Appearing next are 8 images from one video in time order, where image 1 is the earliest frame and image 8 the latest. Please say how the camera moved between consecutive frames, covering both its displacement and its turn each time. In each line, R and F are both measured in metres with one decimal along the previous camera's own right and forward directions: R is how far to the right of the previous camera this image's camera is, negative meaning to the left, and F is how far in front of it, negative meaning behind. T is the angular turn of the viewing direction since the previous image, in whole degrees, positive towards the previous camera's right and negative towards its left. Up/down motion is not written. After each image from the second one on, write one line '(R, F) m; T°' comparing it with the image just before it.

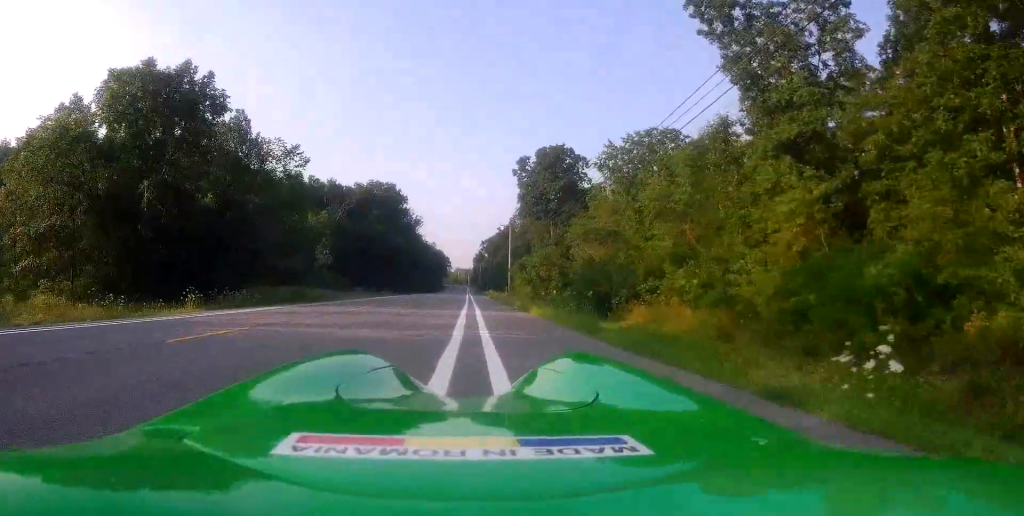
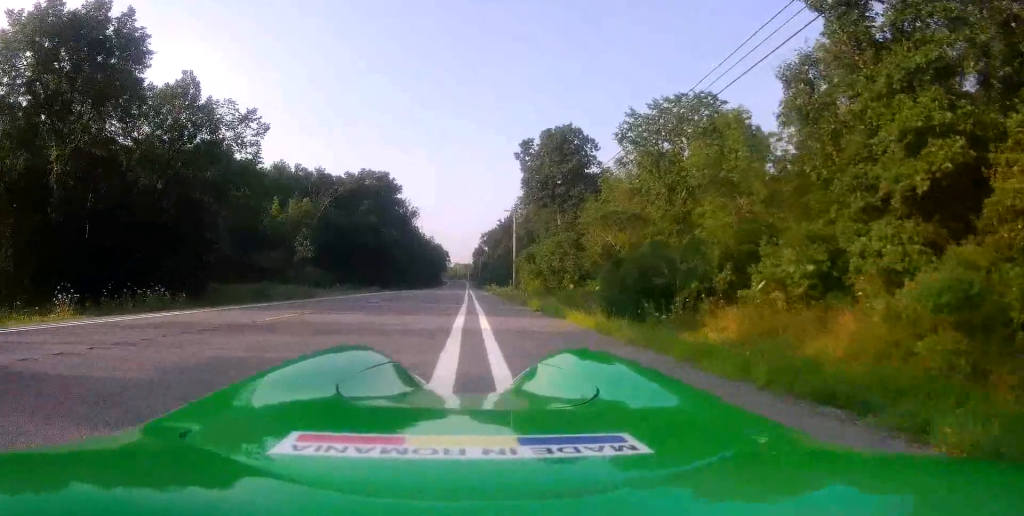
(-0.1, +8.5) m; 0°
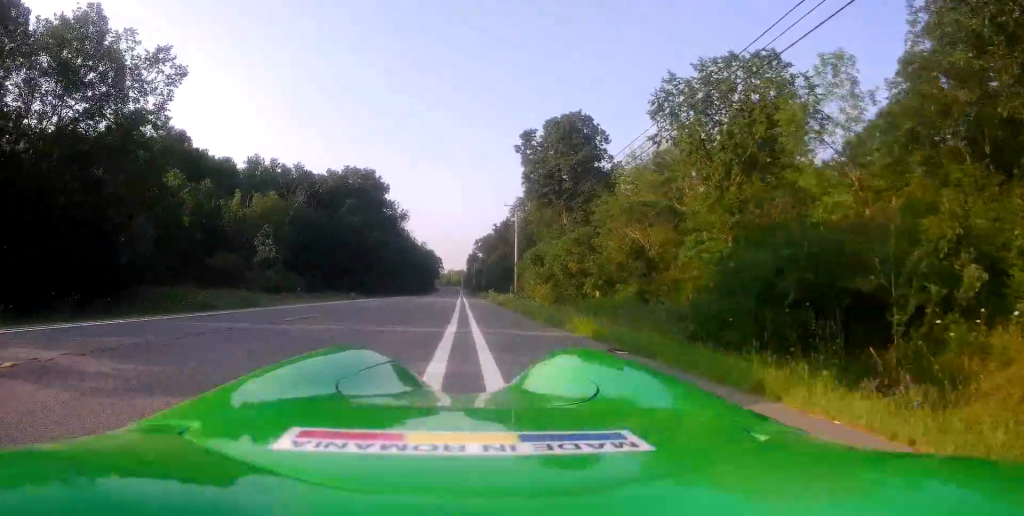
(+0.2, +10.1) m; +3°
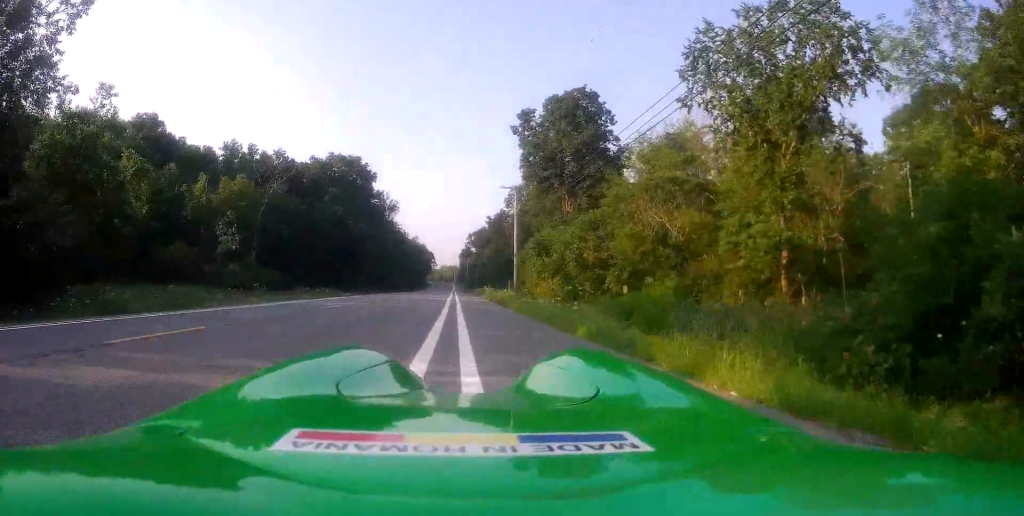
(+0.3, +7.0) m; +1°
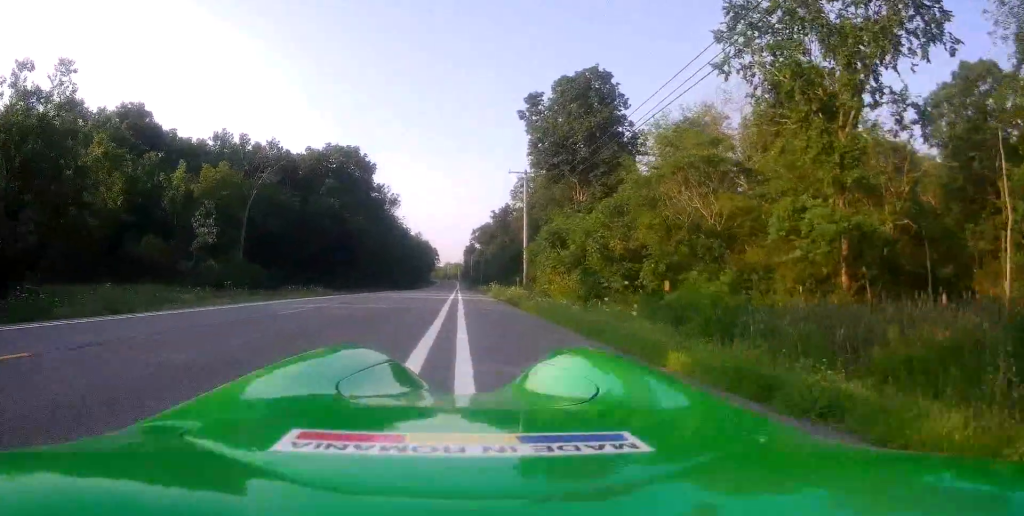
(-0.1, +4.7) m; -1°
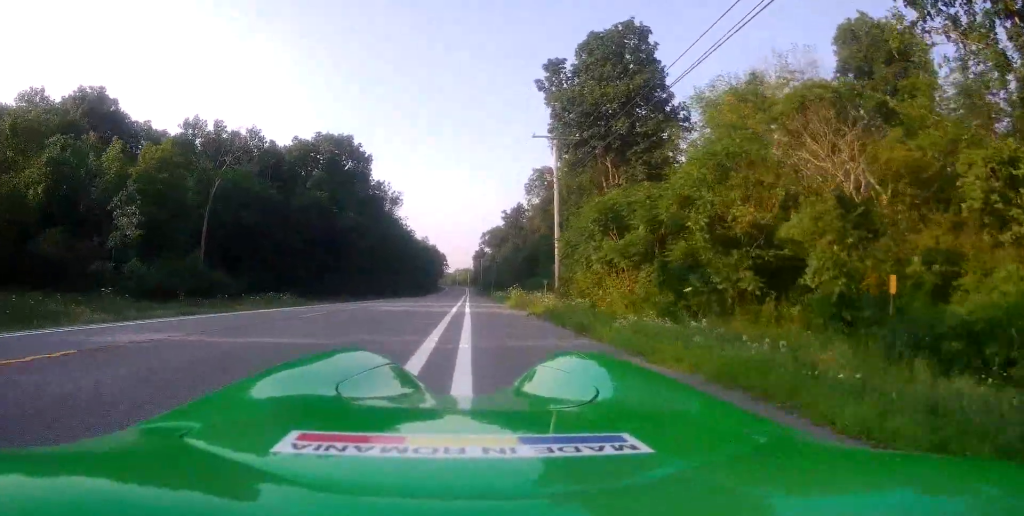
(-0.1, +11.0) m; -1°
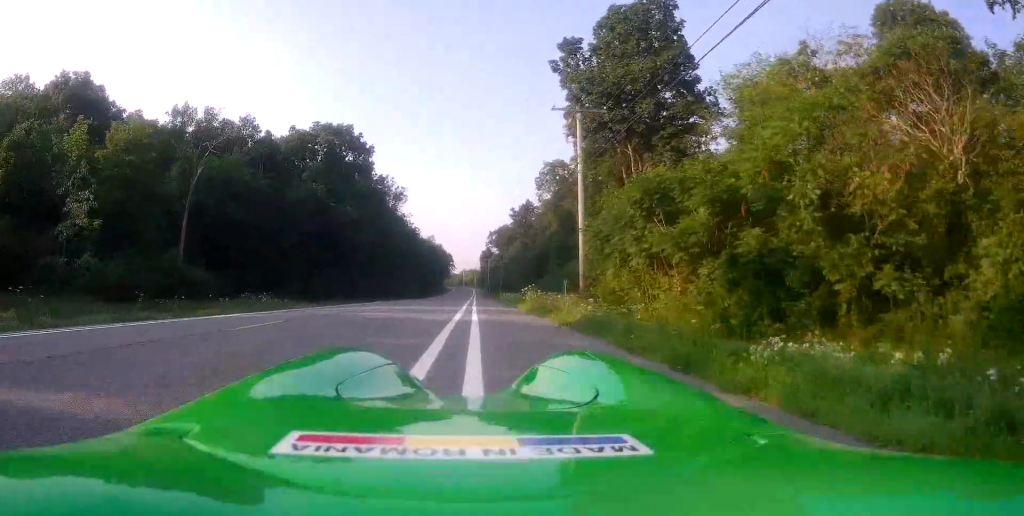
(0.0, +4.8) m; 0°
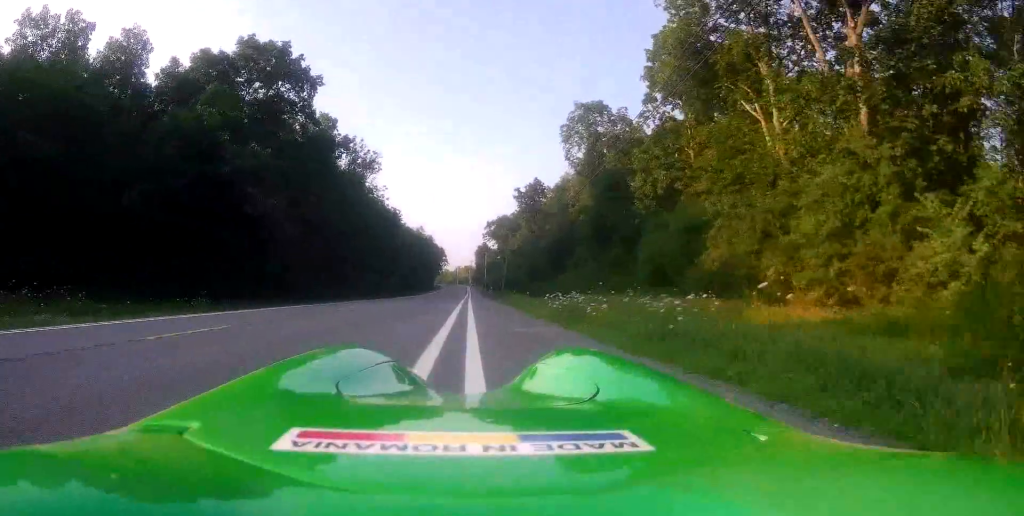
(-0.6, +26.1) m; -1°
